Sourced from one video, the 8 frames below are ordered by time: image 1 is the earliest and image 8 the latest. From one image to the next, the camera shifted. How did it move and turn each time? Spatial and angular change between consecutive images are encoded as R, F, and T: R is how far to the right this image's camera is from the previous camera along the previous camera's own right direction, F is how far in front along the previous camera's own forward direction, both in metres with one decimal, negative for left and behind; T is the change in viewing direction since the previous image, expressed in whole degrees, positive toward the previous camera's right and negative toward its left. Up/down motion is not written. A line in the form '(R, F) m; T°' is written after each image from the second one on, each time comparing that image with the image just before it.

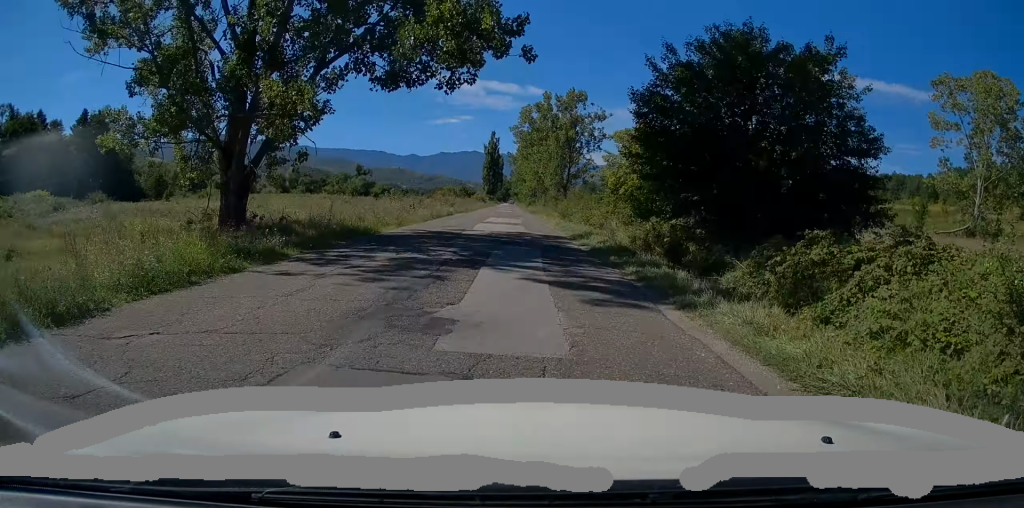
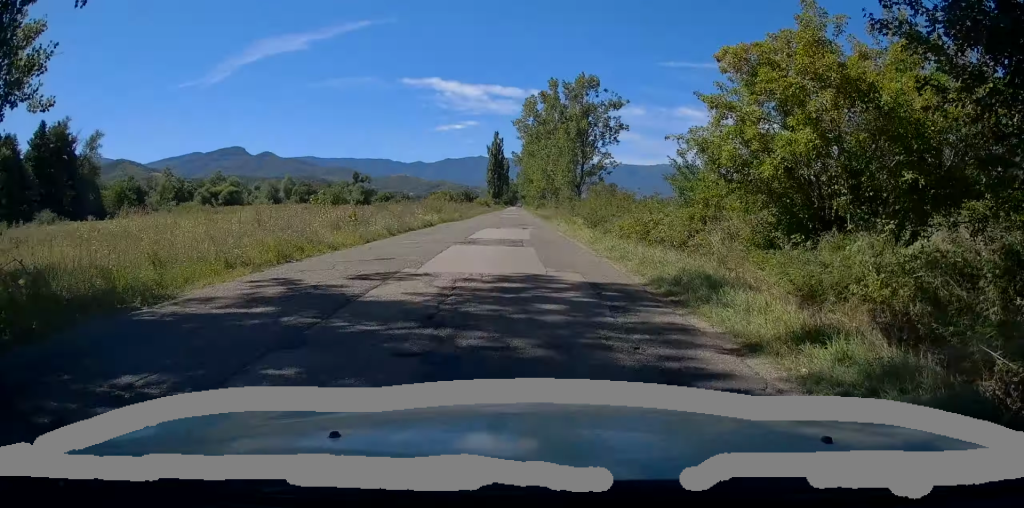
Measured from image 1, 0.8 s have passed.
(+0.1, +13.9) m; -1°
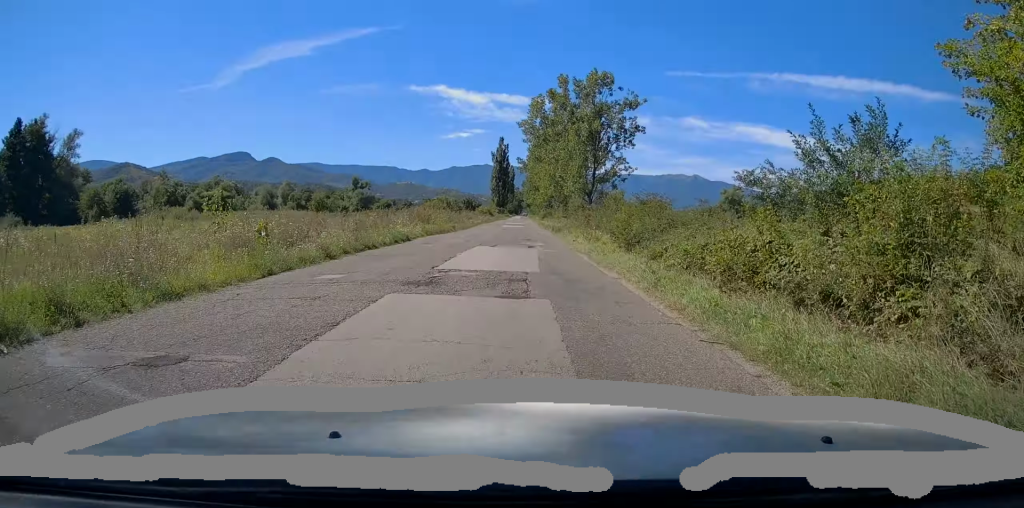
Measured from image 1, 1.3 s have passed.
(0.0, +8.3) m; 0°
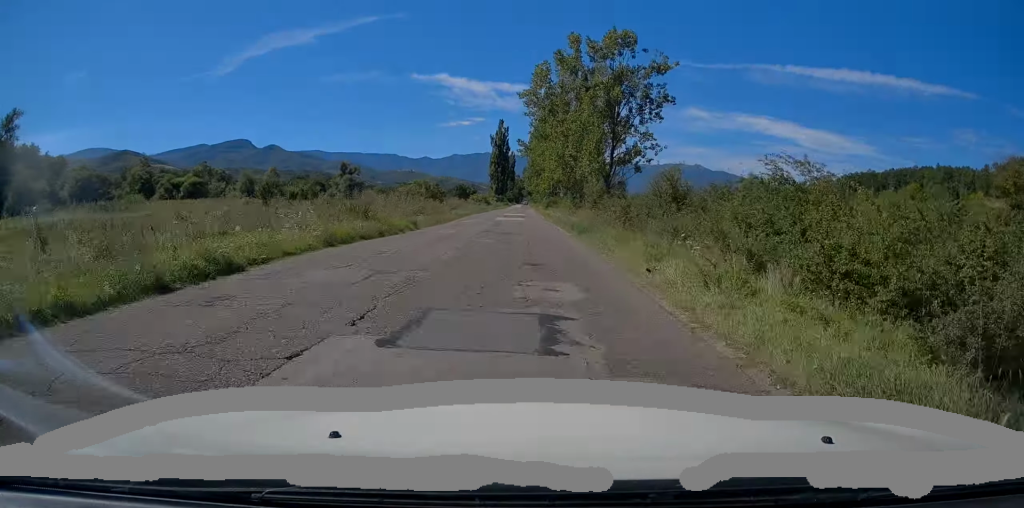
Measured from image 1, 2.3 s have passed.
(-0.1, +16.1) m; 0°
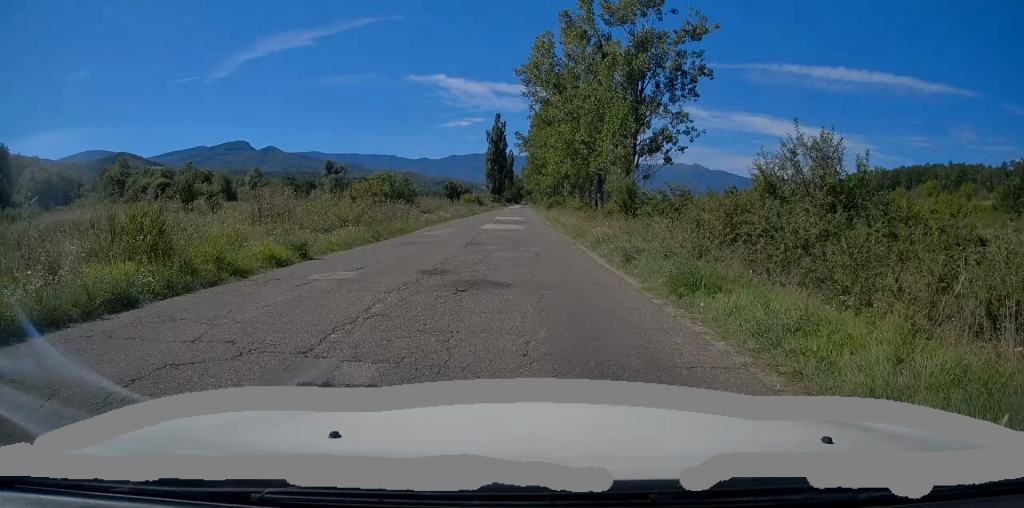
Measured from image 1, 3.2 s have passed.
(+0.3, +14.4) m; 0°
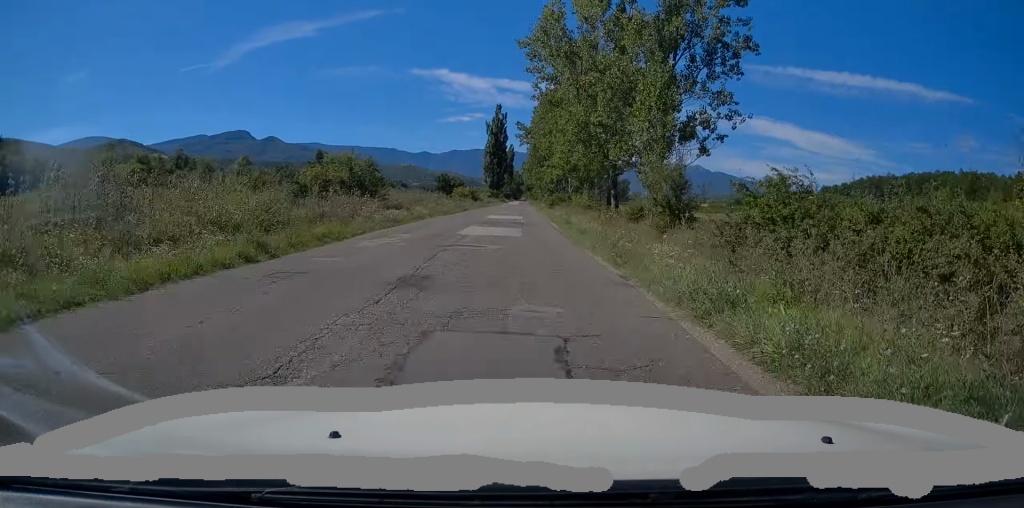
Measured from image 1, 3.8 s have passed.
(-0.2, +10.1) m; 0°
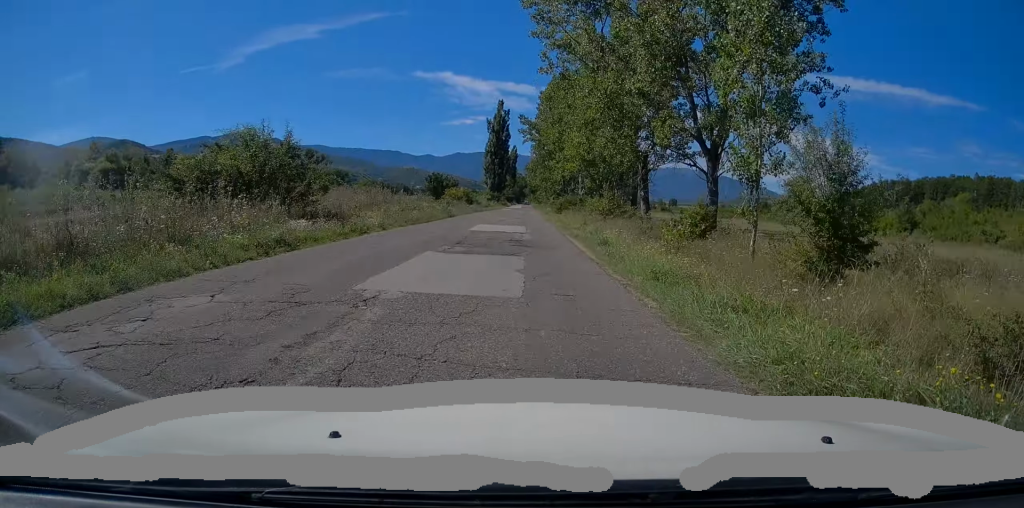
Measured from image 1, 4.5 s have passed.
(0.0, +12.5) m; 0°
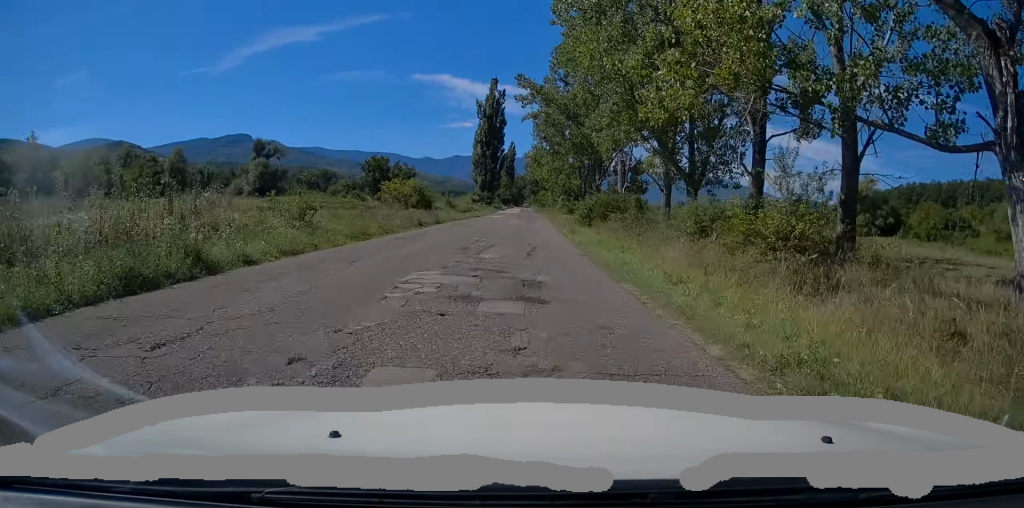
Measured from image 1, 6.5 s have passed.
(-0.1, +34.1) m; 0°
